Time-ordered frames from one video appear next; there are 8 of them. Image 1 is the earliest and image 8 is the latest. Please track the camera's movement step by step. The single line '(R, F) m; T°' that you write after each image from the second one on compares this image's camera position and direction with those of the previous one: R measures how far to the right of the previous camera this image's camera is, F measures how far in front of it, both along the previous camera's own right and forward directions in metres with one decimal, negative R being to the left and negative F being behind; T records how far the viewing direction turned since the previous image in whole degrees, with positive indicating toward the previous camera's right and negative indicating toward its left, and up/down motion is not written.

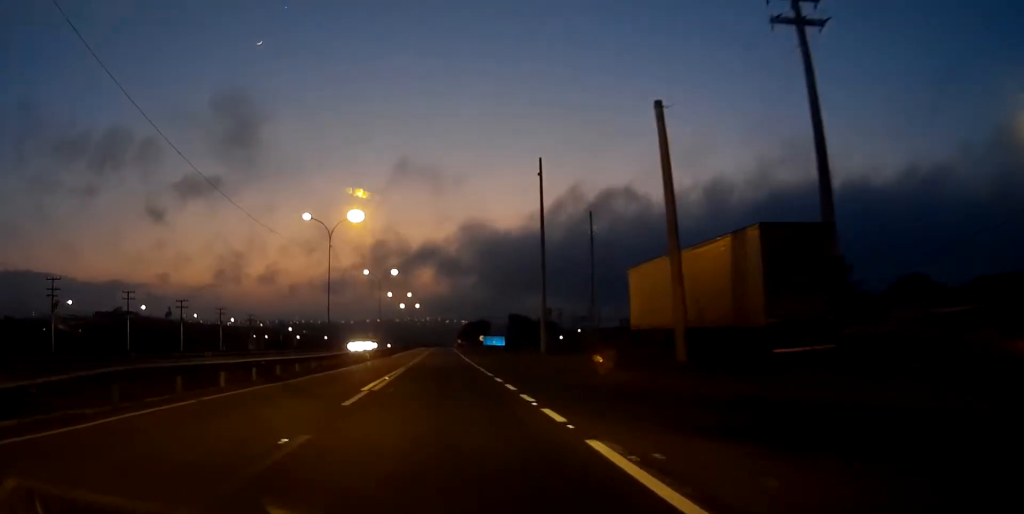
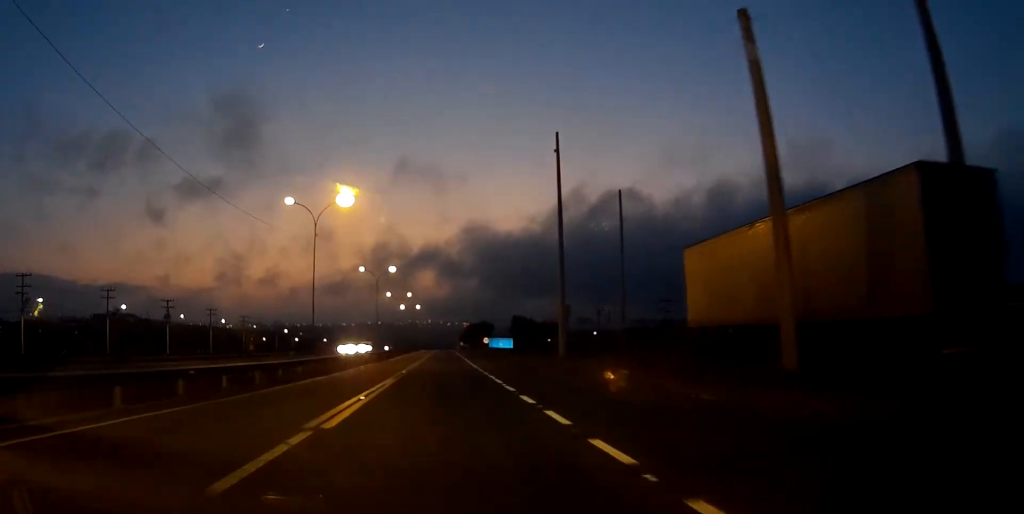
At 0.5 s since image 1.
(0.0, +8.0) m; 0°
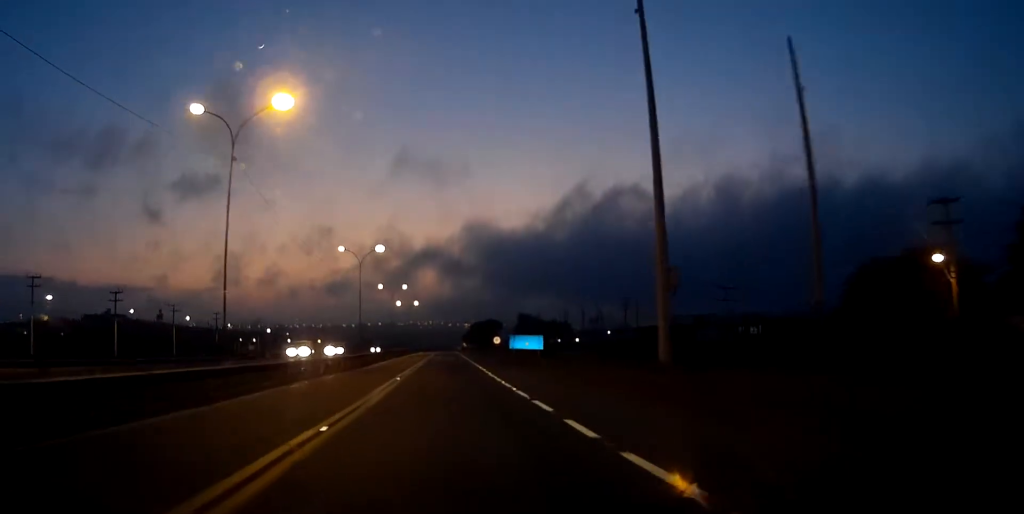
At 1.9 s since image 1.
(0.0, +22.7) m; 0°
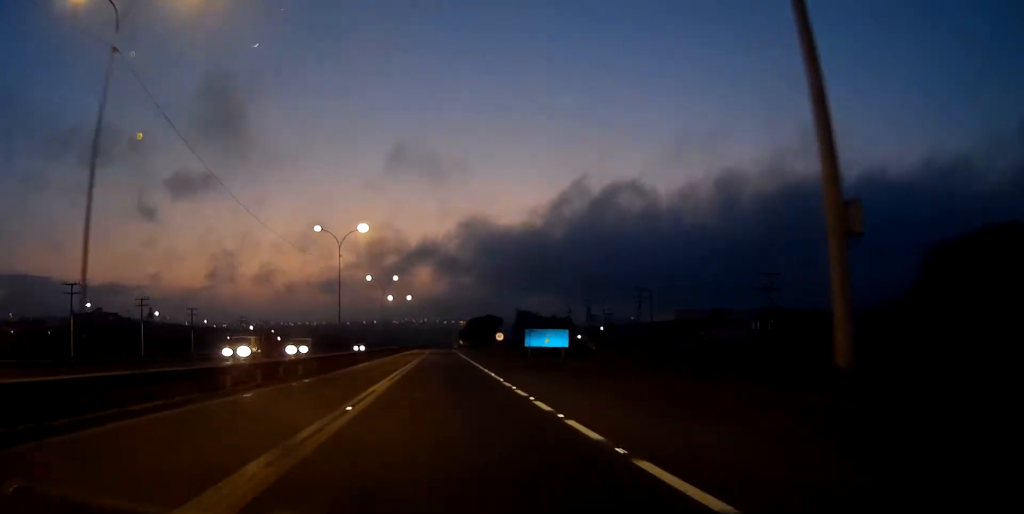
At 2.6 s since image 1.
(0.0, +13.1) m; 0°
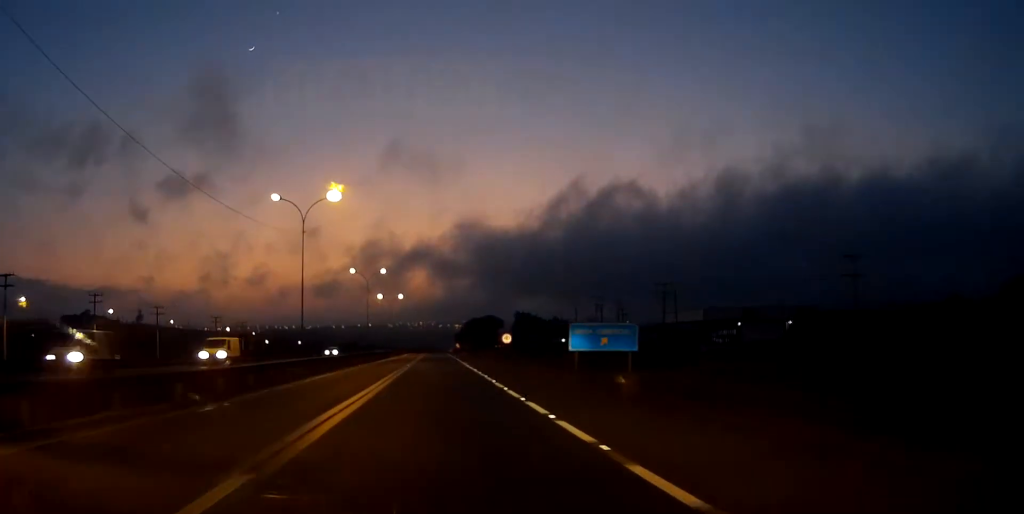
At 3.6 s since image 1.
(0.0, +16.2) m; 0°
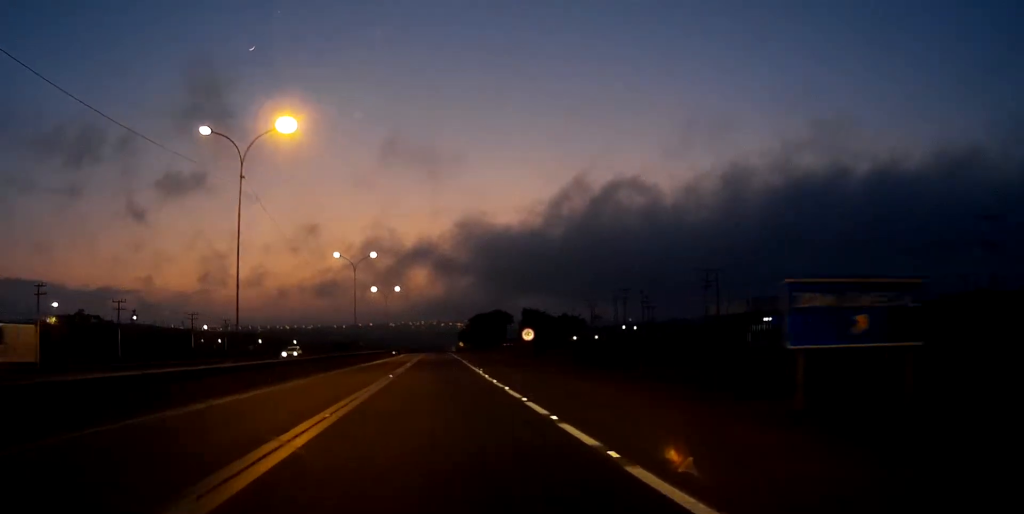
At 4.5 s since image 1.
(0.0, +17.1) m; 0°
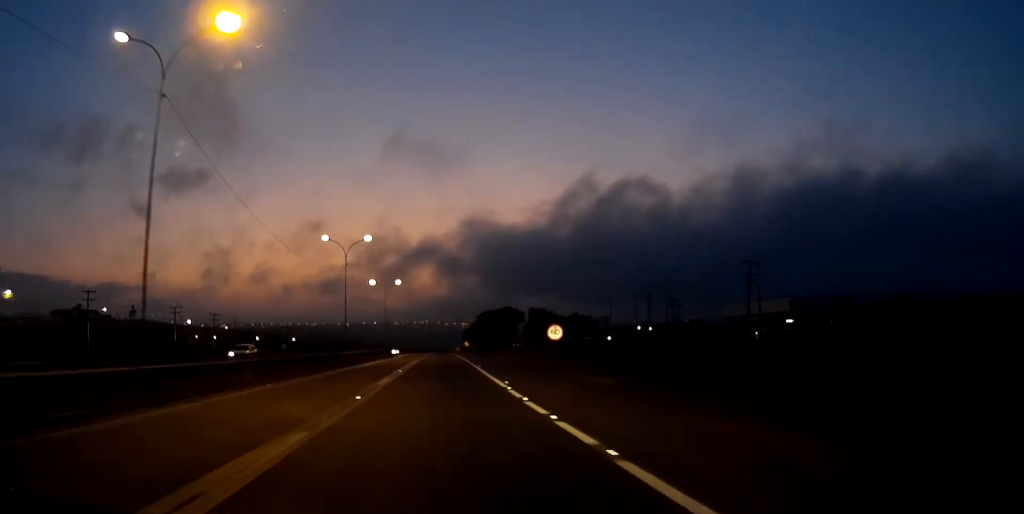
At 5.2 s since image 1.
(0.0, +12.1) m; 0°
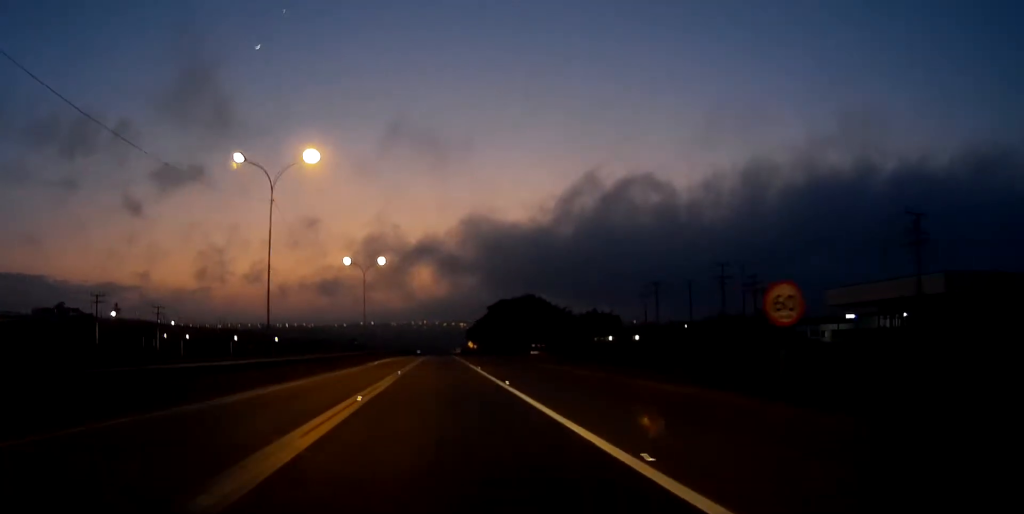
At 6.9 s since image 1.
(-0.1, +32.4) m; 0°
